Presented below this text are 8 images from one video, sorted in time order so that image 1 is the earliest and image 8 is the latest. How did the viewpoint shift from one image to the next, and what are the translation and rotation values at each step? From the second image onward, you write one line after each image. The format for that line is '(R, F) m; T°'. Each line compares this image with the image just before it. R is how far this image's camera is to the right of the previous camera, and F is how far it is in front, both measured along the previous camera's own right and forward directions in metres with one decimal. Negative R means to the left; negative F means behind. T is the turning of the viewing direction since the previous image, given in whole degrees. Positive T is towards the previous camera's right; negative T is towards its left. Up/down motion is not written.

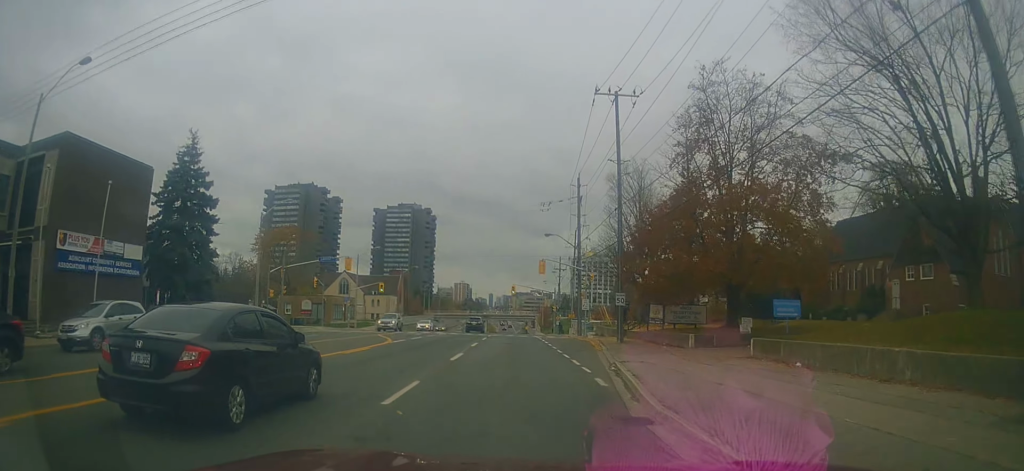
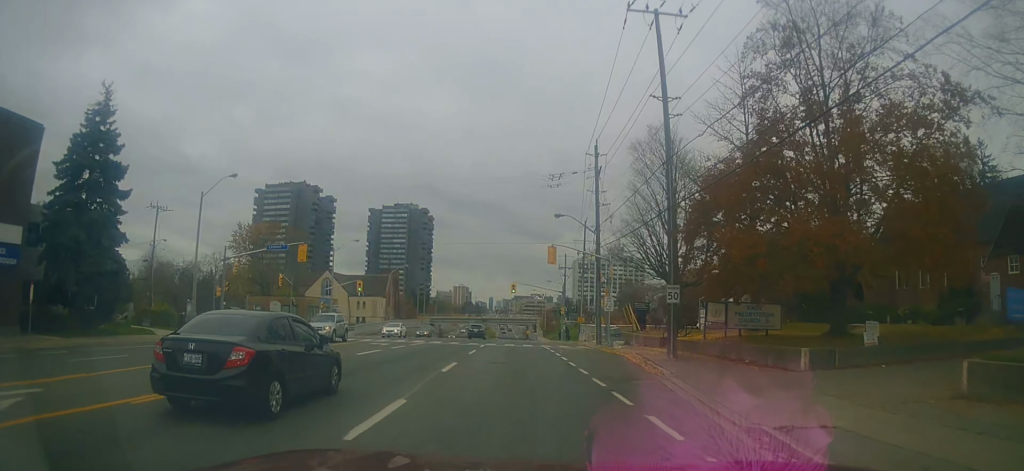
(-0.1, +11.4) m; -2°
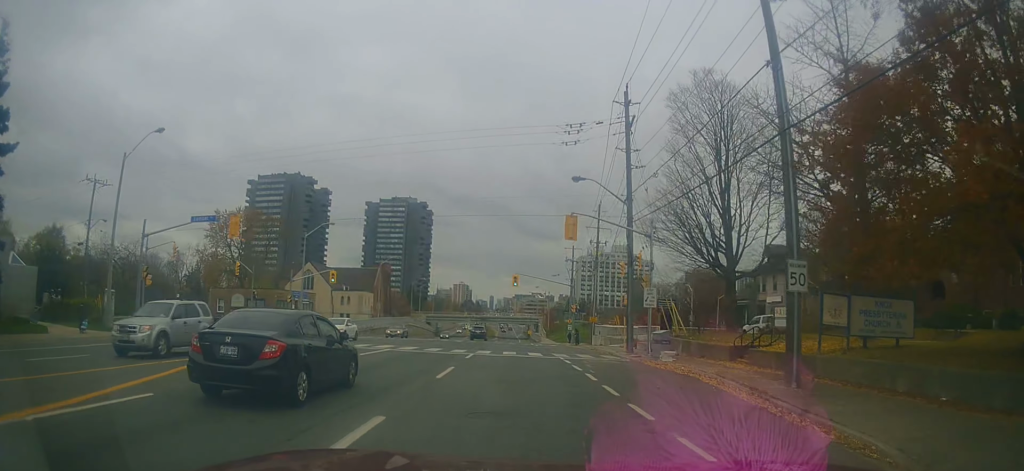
(-0.3, +10.5) m; 0°
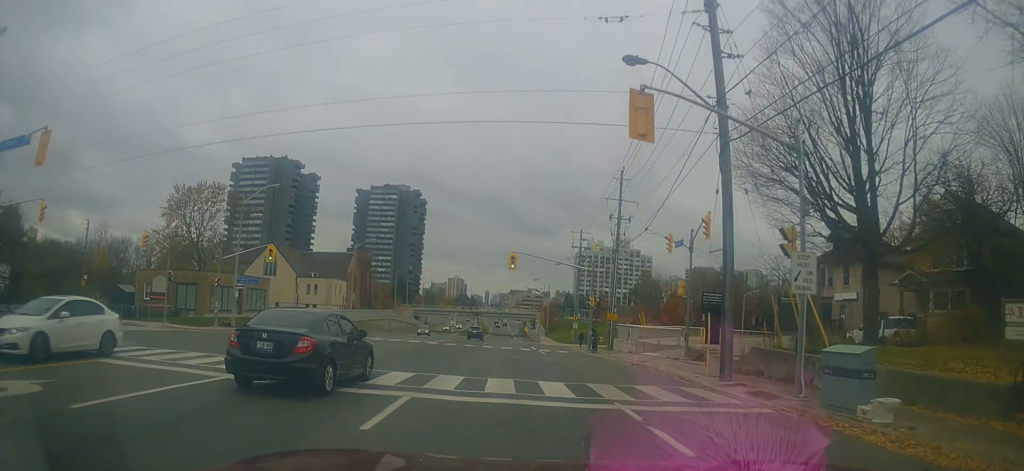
(+0.3, +14.4) m; +2°
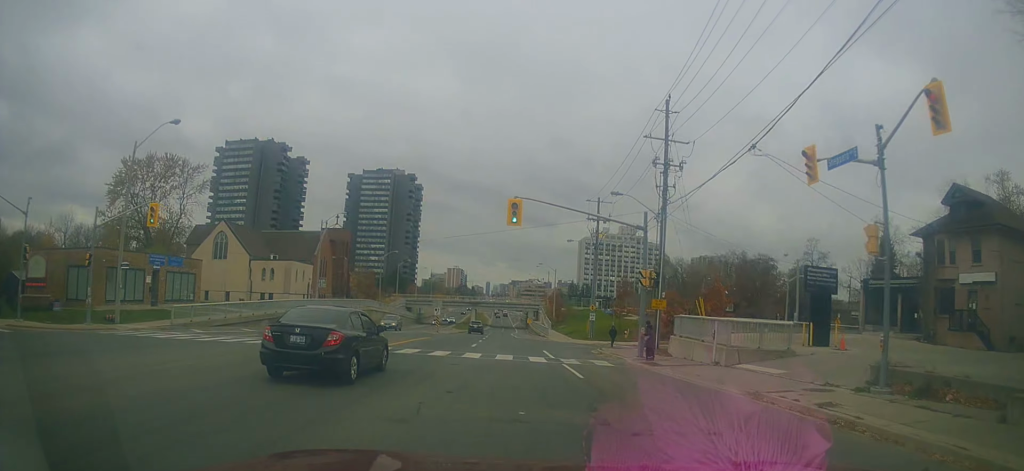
(+0.1, +15.4) m; +1°
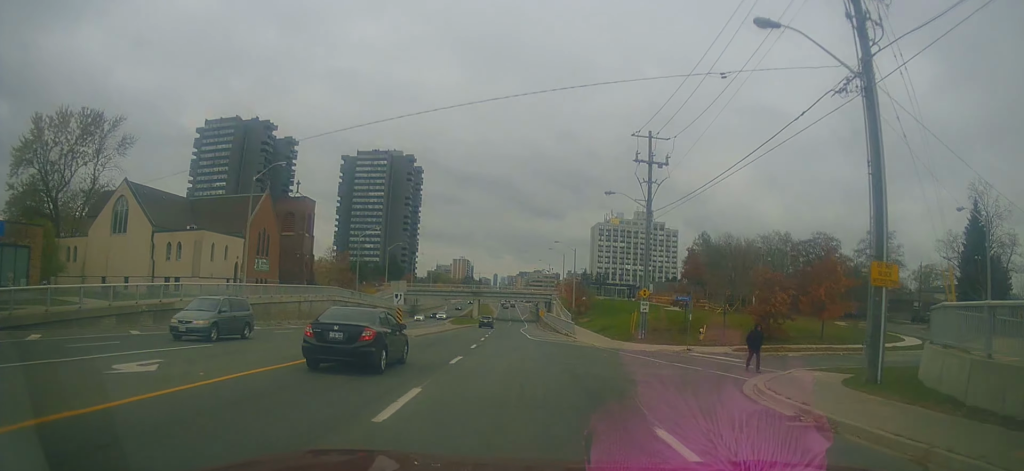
(-0.2, +21.5) m; -2°
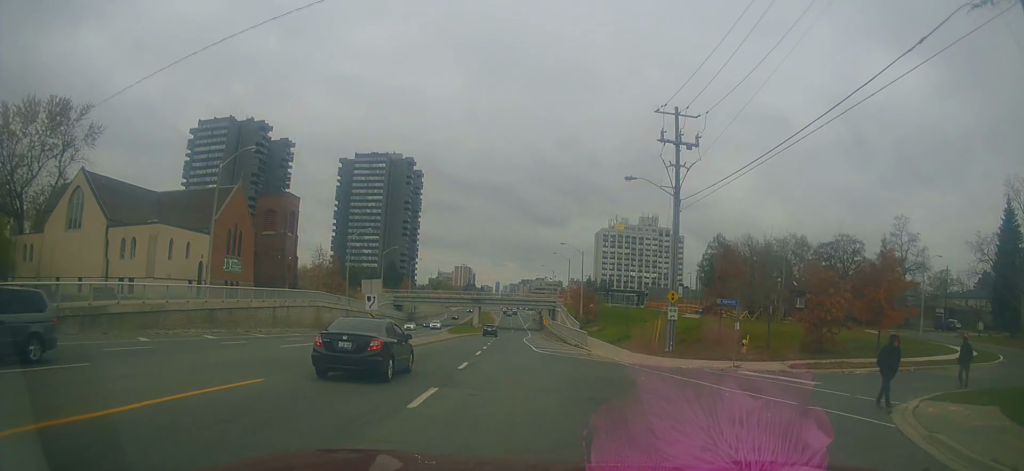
(-0.3, +6.8) m; 0°
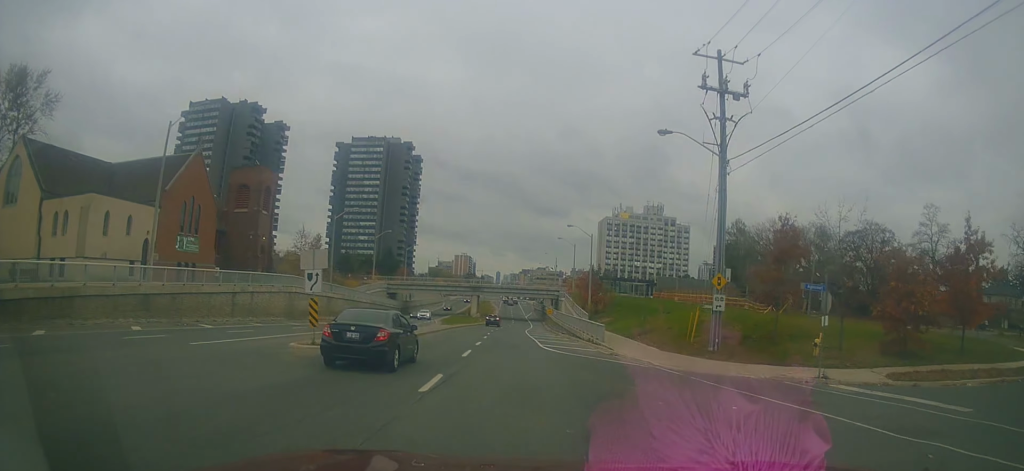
(0.0, +7.8) m; 0°
